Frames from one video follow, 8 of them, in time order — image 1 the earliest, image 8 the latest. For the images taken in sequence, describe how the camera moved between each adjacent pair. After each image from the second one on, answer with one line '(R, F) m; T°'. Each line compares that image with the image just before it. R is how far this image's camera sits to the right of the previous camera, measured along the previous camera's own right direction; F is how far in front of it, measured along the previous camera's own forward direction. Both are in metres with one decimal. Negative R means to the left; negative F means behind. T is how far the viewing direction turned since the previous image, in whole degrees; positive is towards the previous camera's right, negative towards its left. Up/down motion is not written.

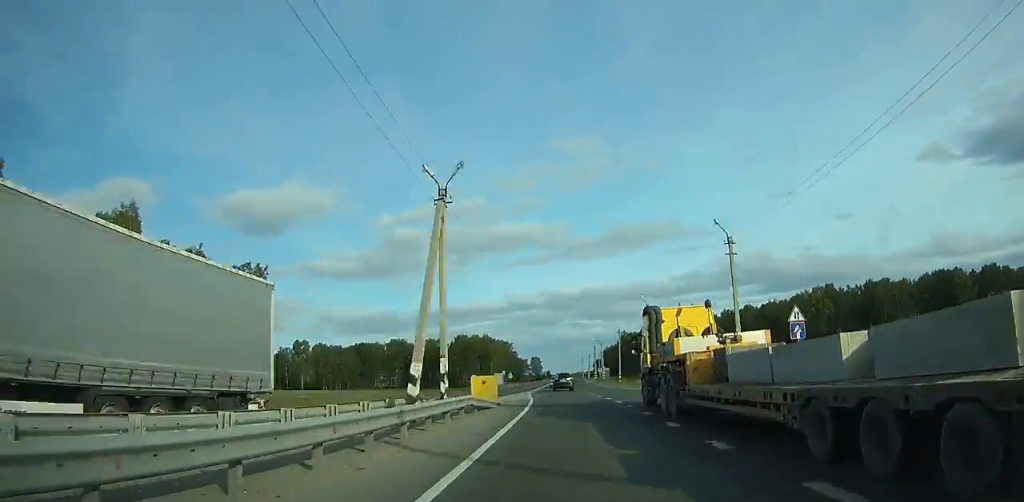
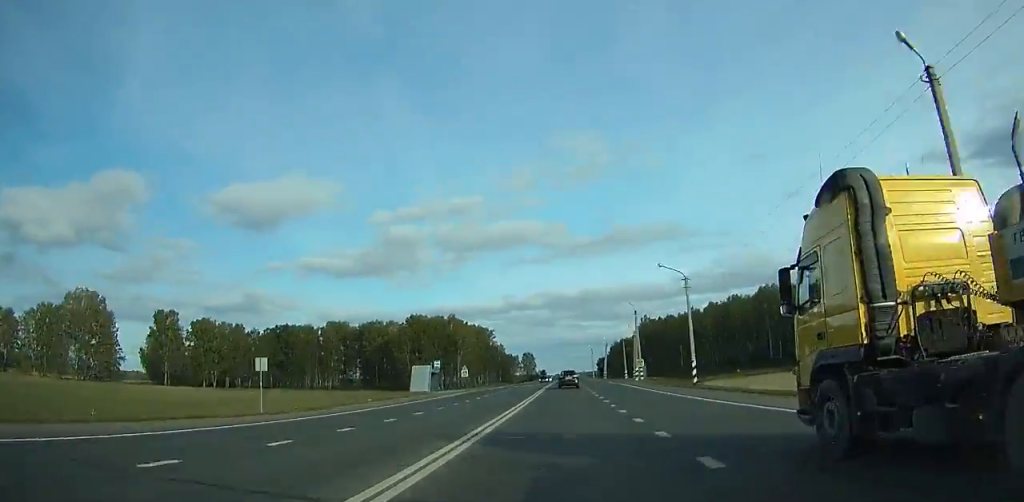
(+2.4, +79.4) m; -3°
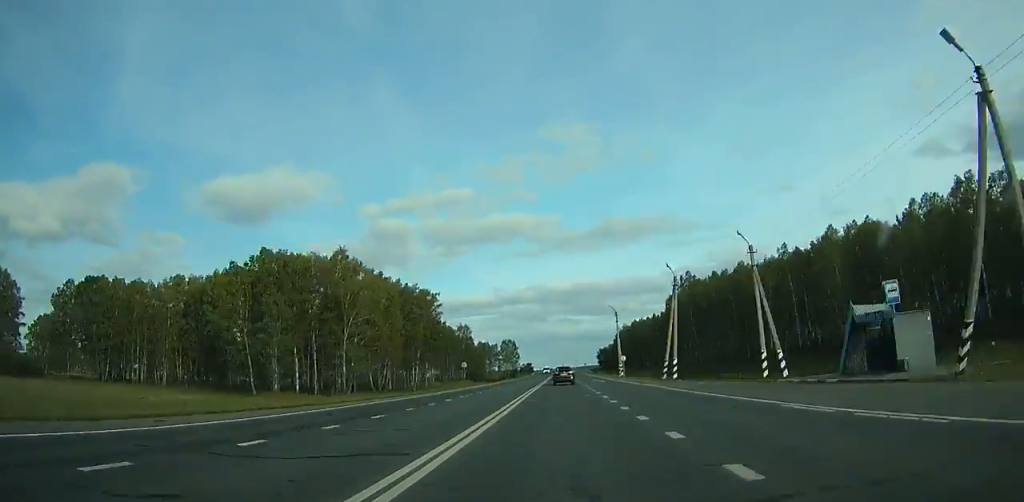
(-7.6, +84.3) m; -4°
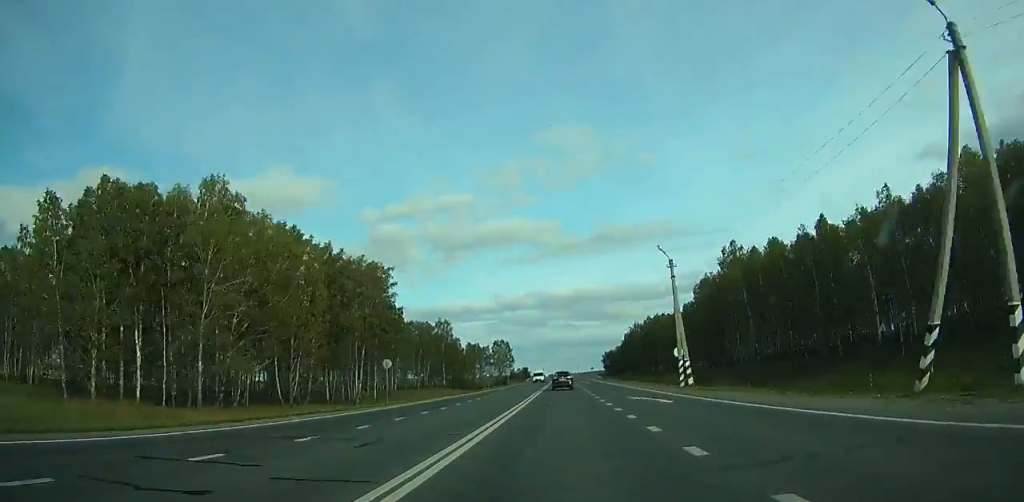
(+0.9, +37.5) m; +1°
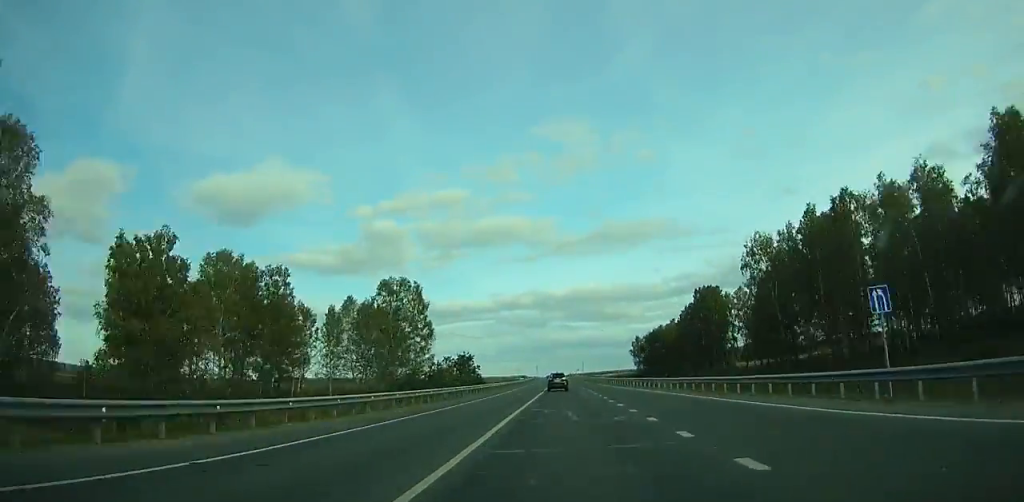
(+6.3, +143.7) m; +3°
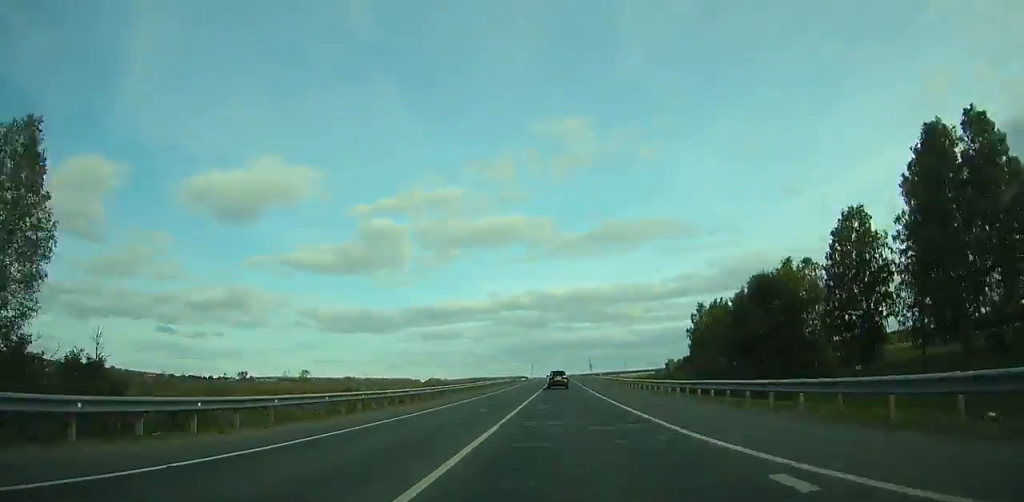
(+0.1, +88.5) m; 0°
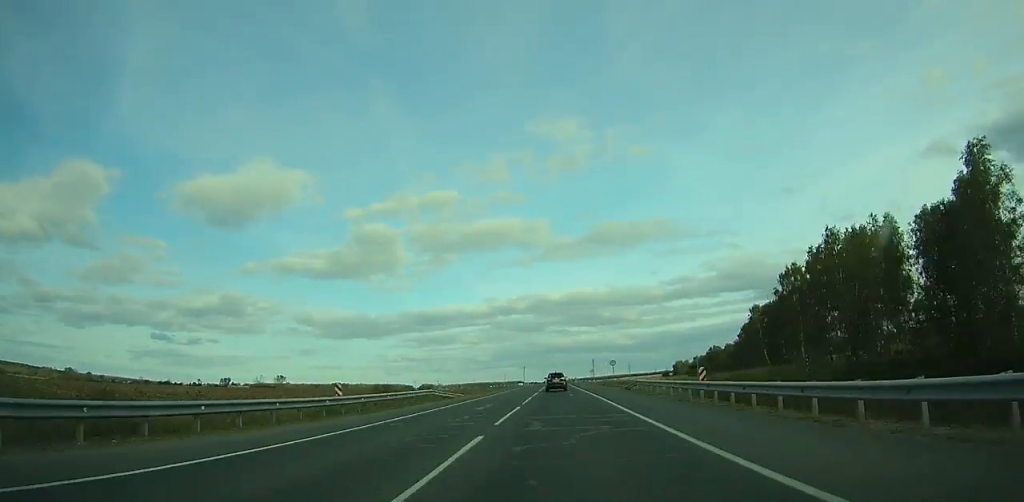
(-0.2, +54.9) m; 0°
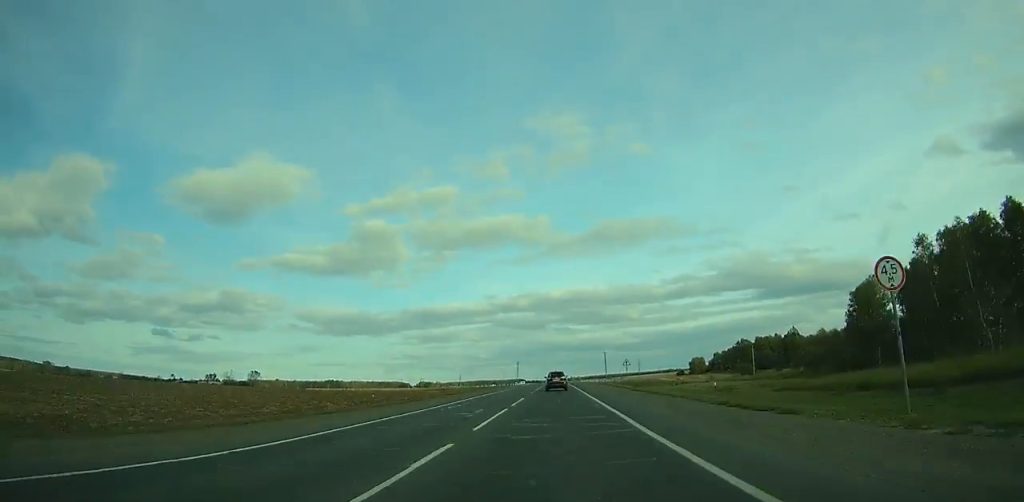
(0.0, +61.1) m; 0°
